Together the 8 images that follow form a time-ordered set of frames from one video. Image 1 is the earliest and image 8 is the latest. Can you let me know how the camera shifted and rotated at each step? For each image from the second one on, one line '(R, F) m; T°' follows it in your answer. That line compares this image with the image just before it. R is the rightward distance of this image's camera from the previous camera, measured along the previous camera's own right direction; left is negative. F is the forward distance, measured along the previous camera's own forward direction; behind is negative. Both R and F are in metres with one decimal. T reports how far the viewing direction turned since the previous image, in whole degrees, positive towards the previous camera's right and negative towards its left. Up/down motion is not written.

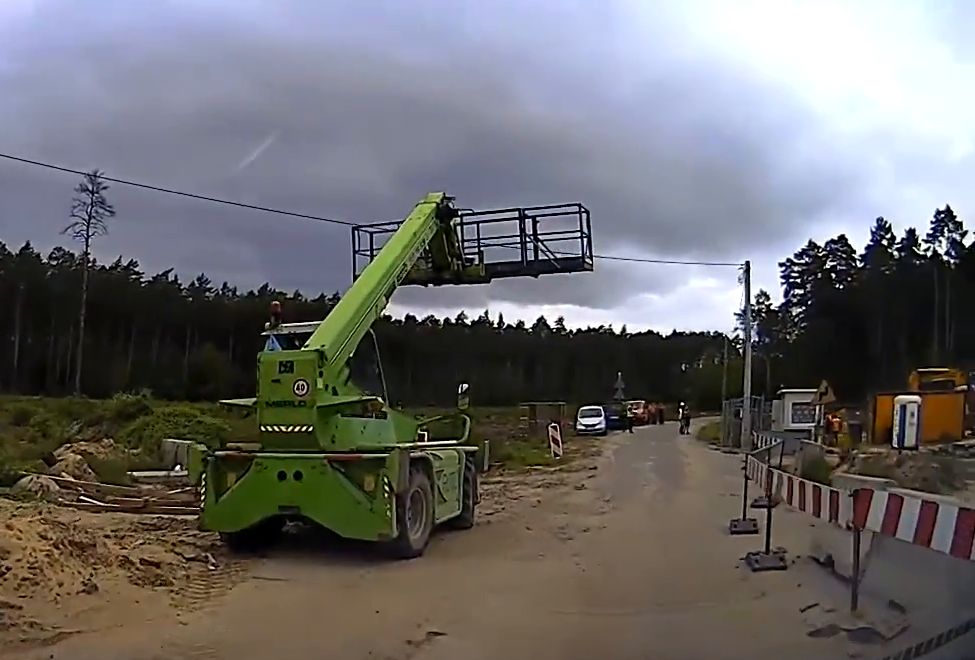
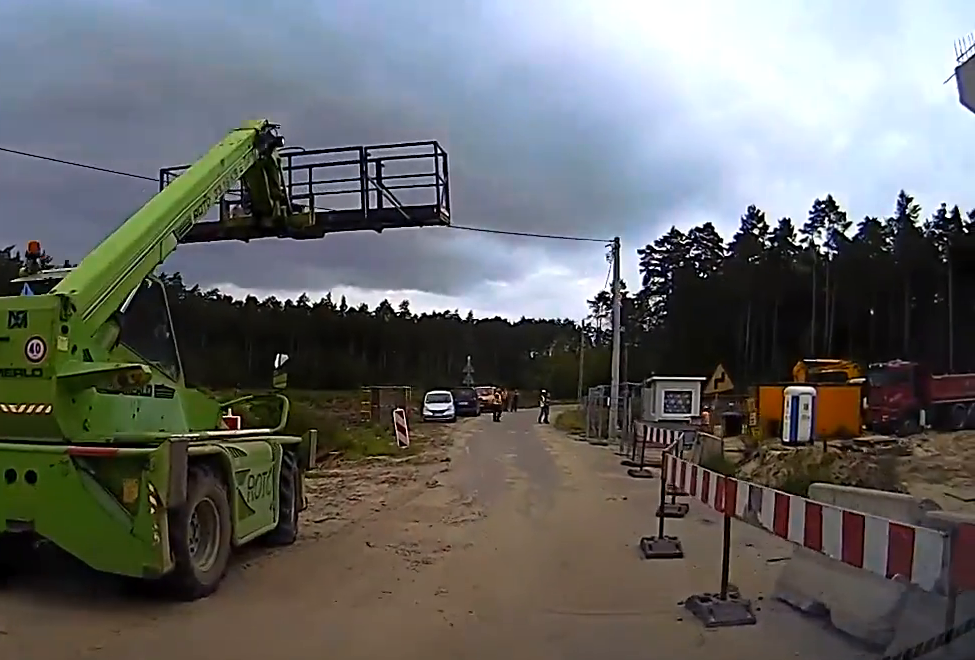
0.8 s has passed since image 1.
(+0.8, +3.5) m; +20°
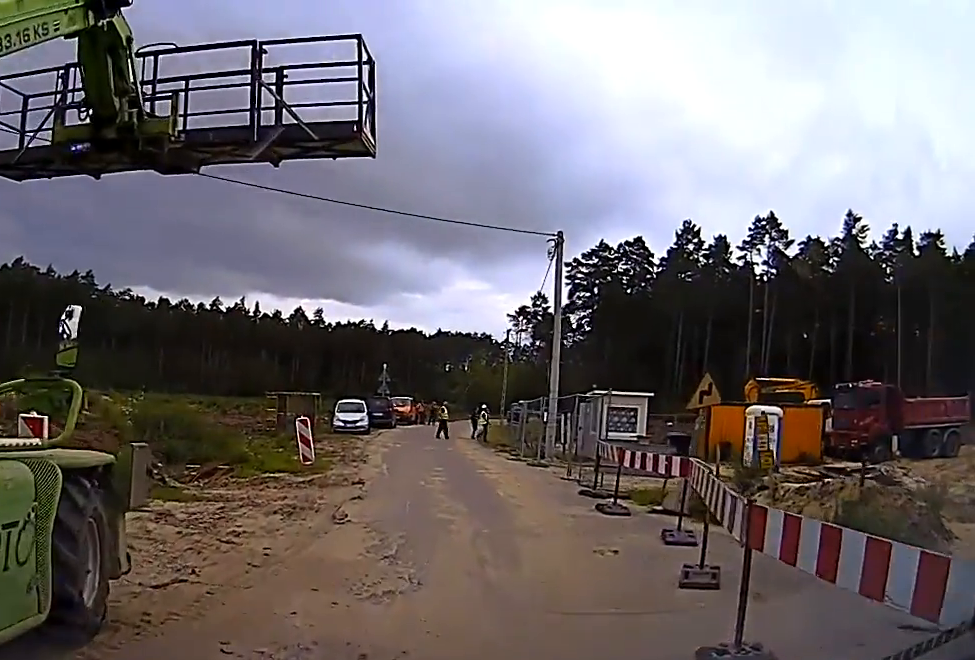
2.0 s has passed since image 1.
(+1.0, +4.9) m; +18°
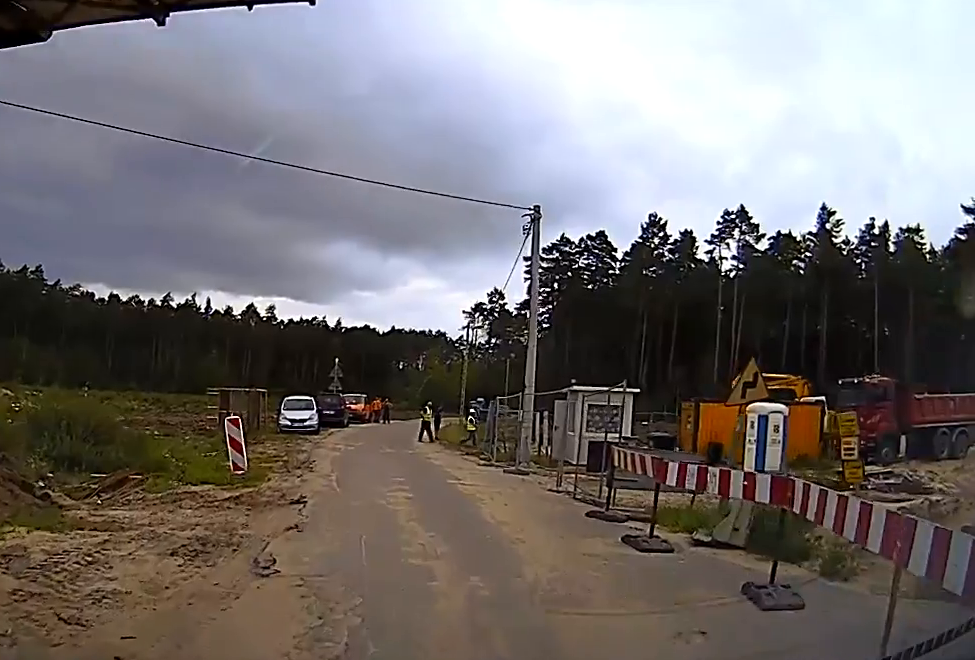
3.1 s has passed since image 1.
(+0.3, +4.3) m; +7°
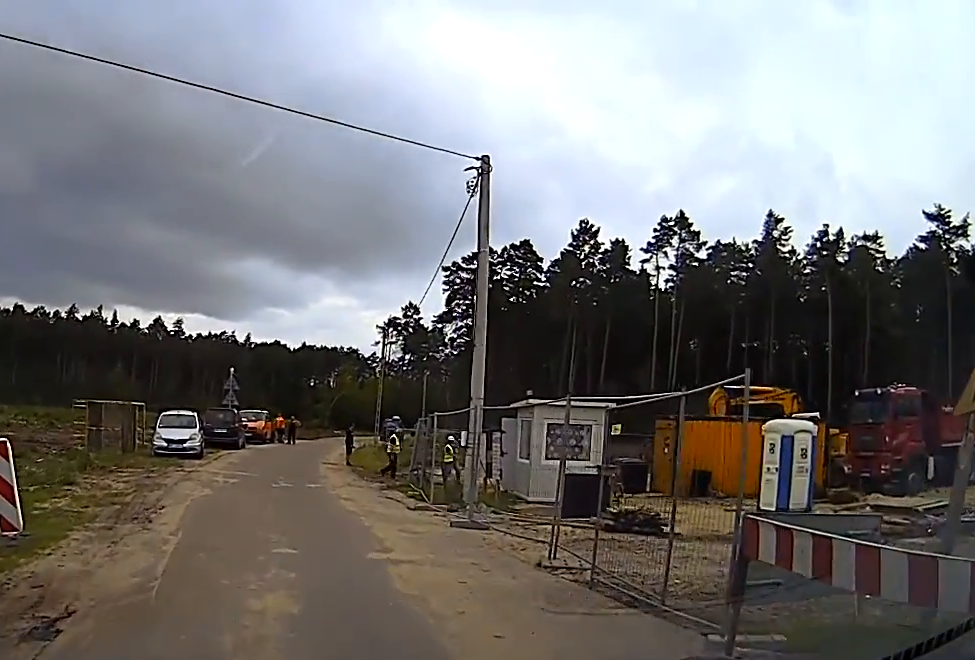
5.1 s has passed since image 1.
(+0.6, +7.4) m; +5°
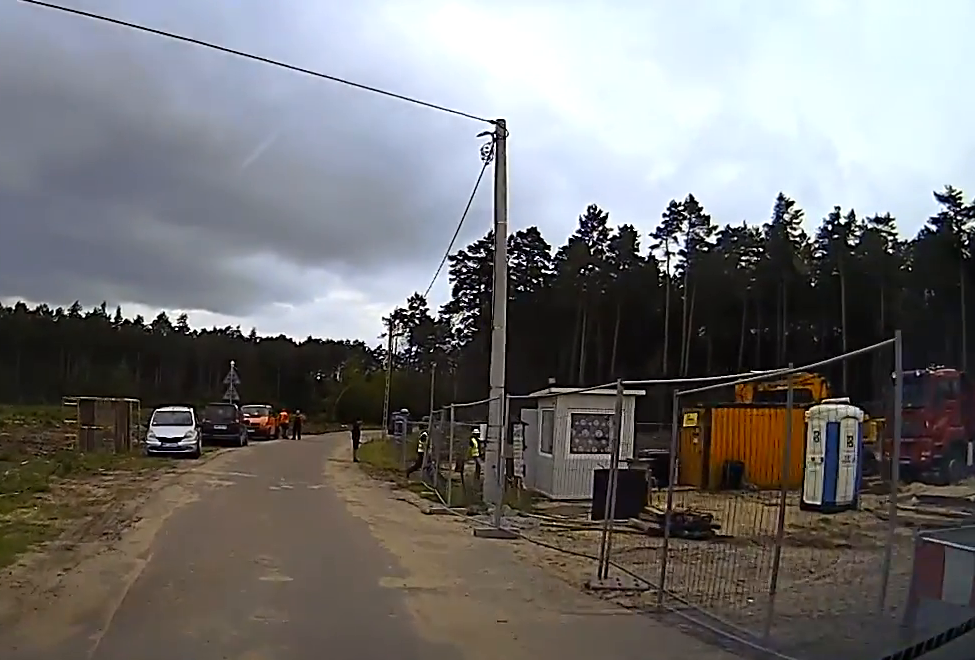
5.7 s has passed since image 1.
(0.0, +2.1) m; 0°
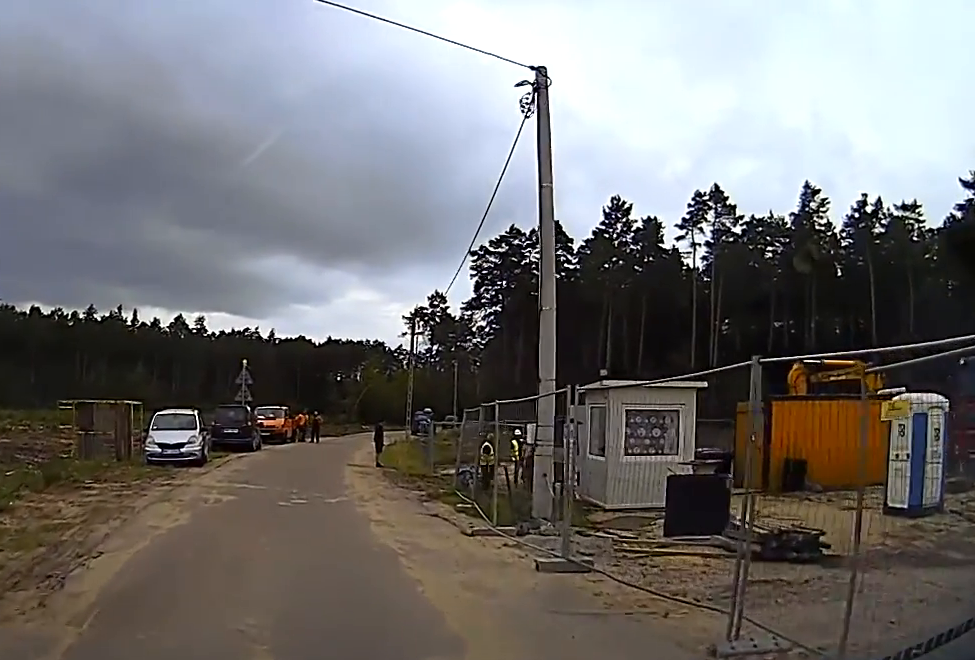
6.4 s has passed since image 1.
(0.0, +2.9) m; -1°
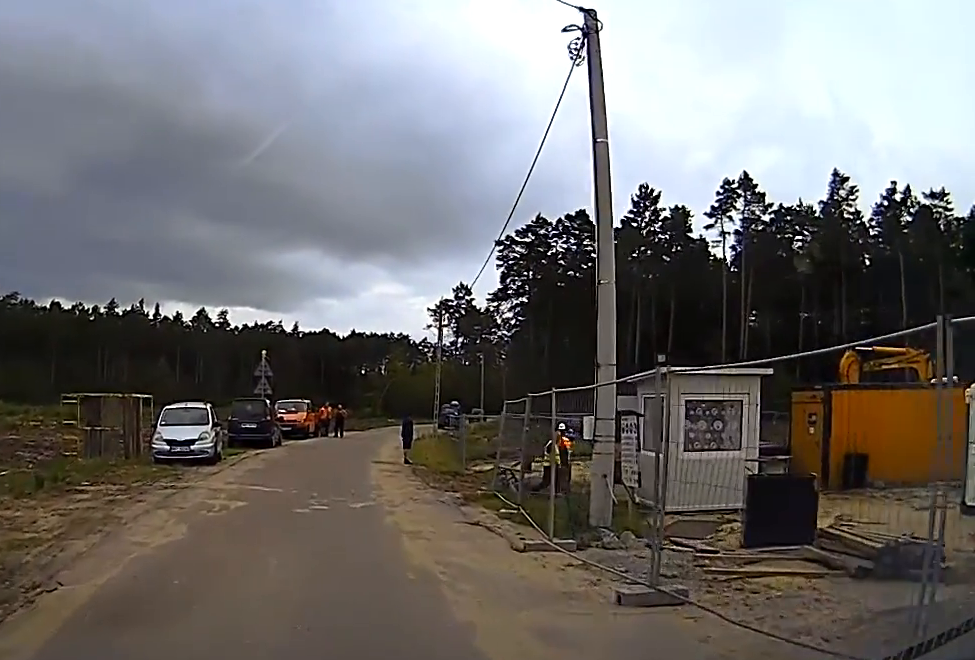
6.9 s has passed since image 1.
(0.0, +2.1) m; -1°
